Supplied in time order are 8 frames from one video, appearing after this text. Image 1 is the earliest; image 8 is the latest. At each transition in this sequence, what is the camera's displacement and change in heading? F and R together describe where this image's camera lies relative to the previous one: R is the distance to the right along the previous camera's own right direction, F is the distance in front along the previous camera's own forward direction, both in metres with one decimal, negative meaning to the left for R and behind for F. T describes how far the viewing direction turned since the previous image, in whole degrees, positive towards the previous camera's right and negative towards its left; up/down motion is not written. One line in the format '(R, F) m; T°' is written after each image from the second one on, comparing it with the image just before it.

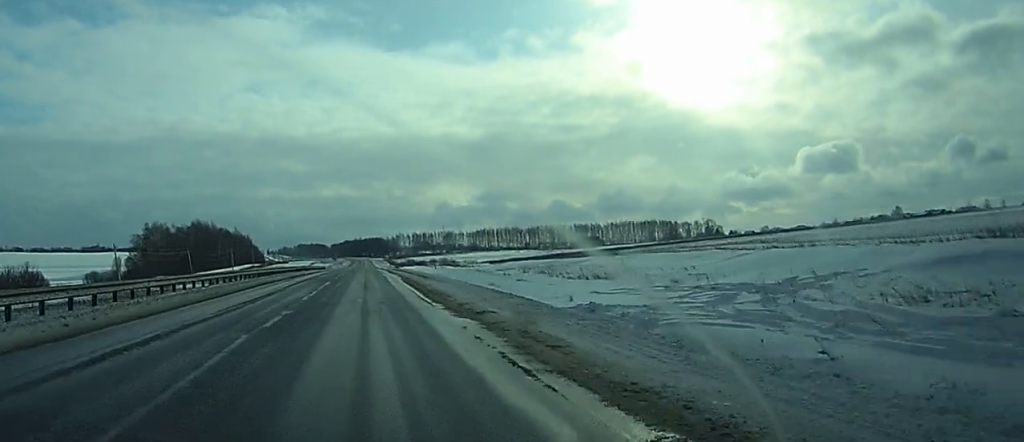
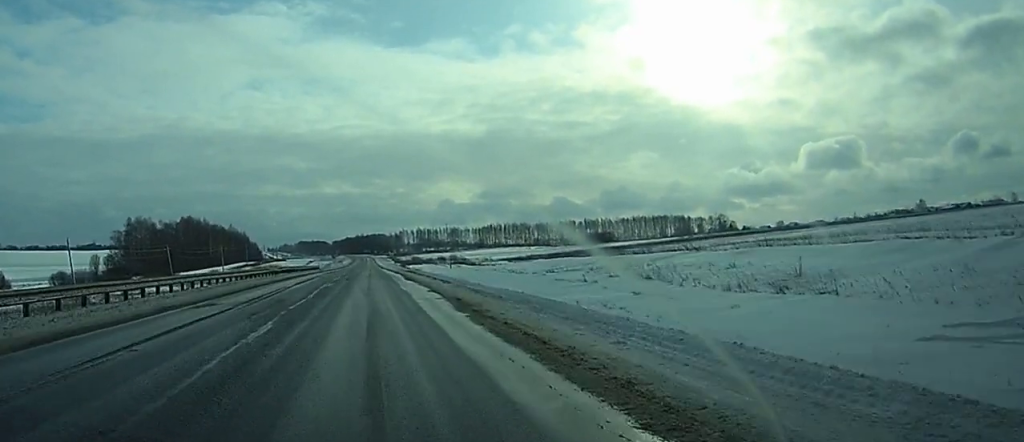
(0.0, +27.1) m; 0°
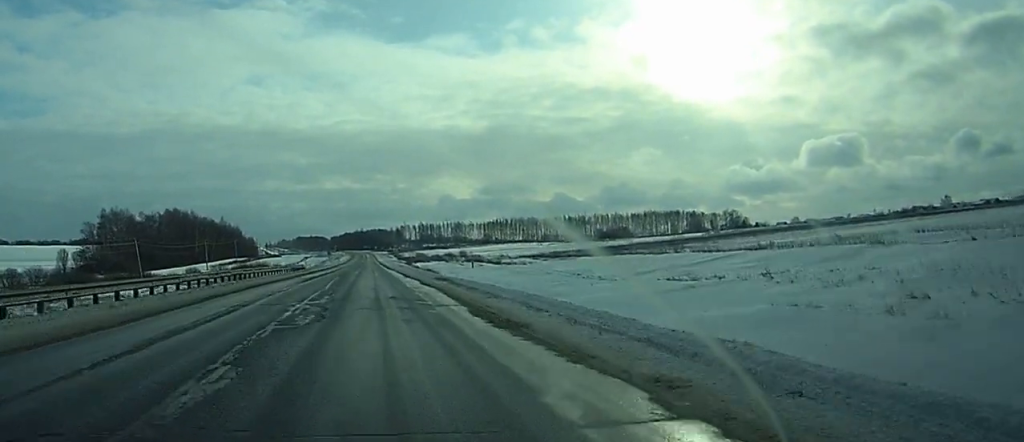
(0.0, +29.7) m; 0°
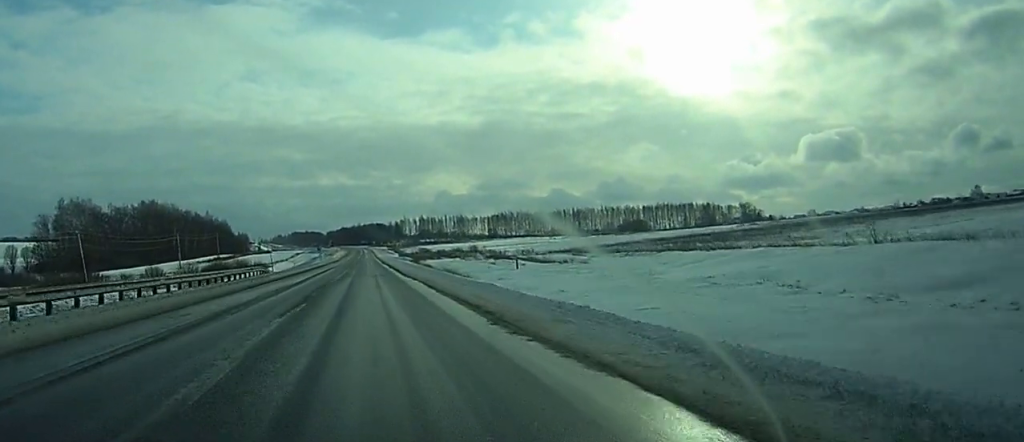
(0.0, +35.7) m; 0°
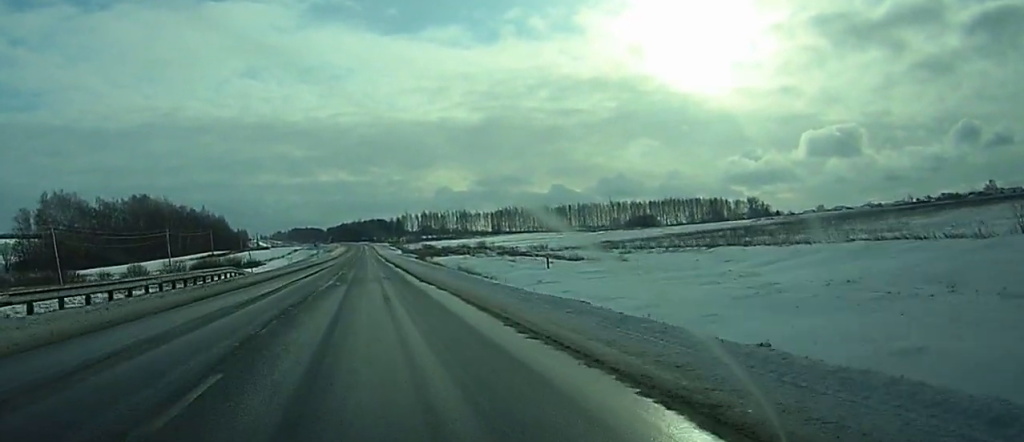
(0.0, +13.3) m; 0°
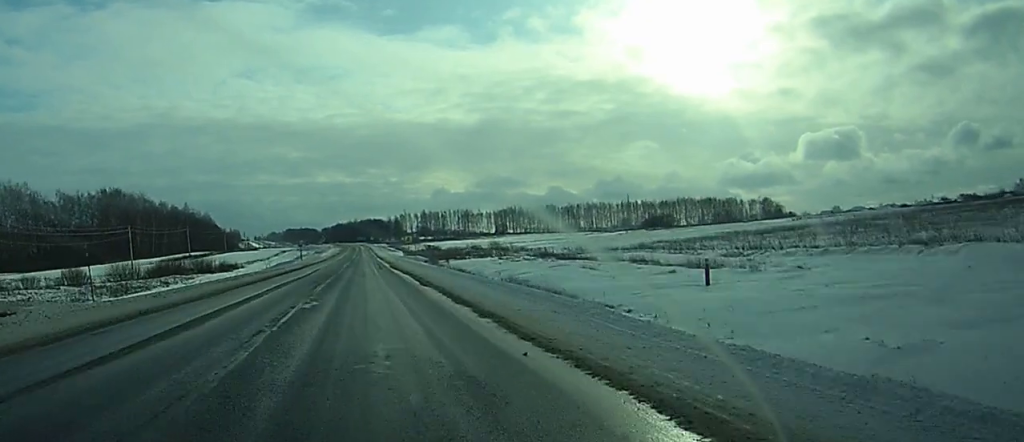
(+0.1, +32.5) m; 0°
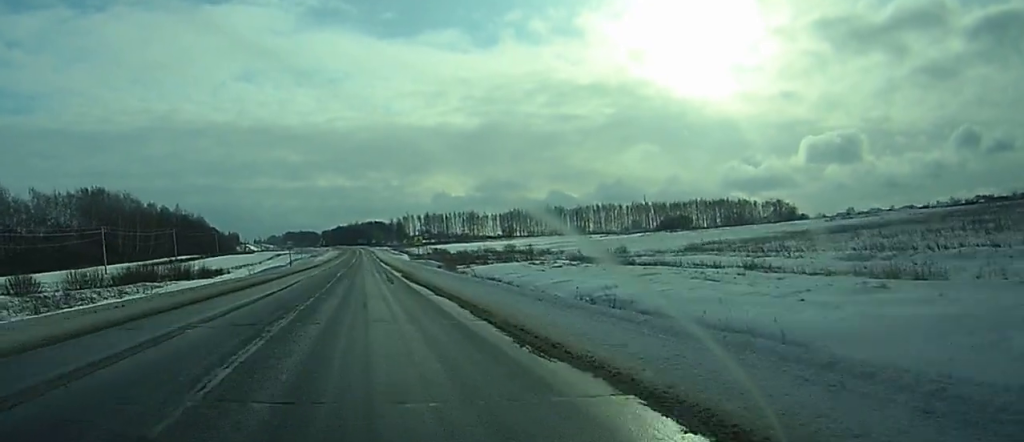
(0.0, +20.0) m; 0°
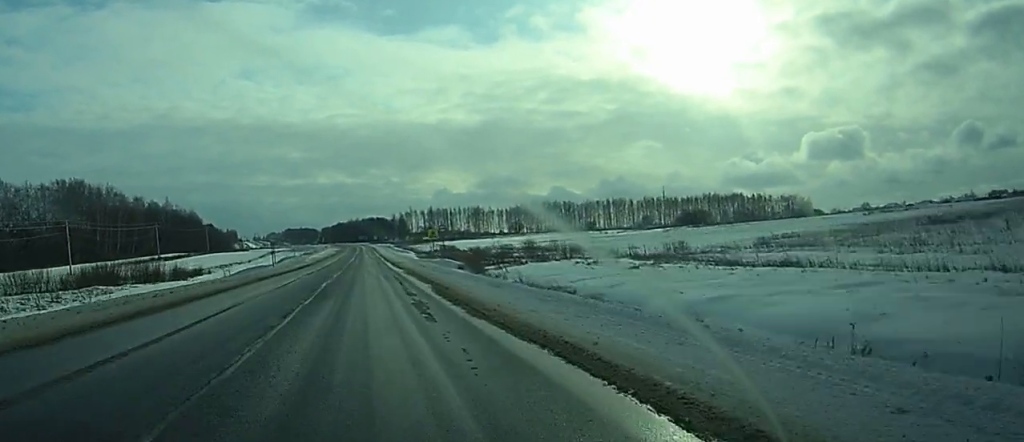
(0.0, +20.9) m; 0°
